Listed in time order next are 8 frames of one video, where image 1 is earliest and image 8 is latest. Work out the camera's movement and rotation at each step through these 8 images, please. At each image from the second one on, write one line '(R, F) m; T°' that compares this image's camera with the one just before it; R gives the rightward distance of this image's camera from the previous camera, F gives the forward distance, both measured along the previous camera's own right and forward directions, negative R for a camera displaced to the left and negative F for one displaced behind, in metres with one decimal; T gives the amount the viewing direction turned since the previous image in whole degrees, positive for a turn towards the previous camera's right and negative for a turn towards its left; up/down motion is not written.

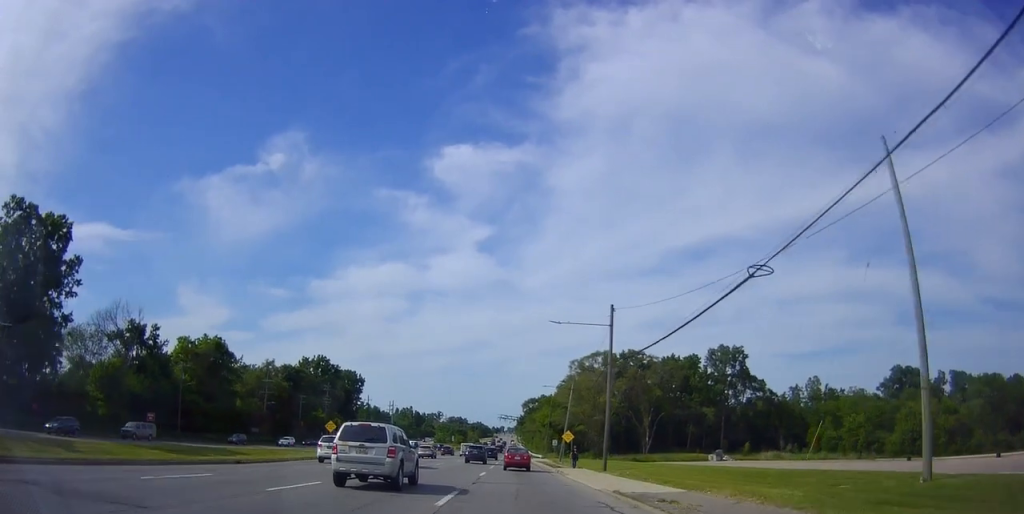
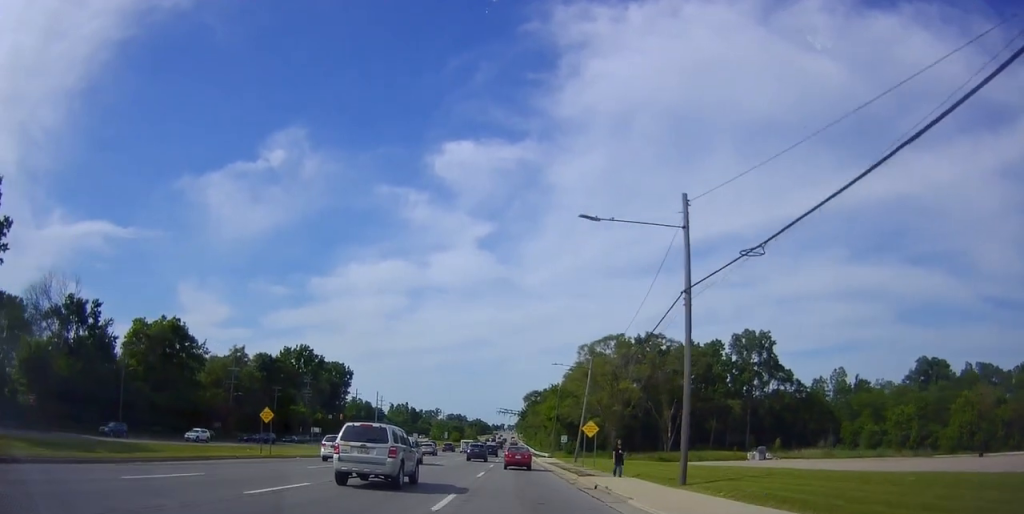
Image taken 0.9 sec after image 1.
(-0.5, +17.0) m; -1°
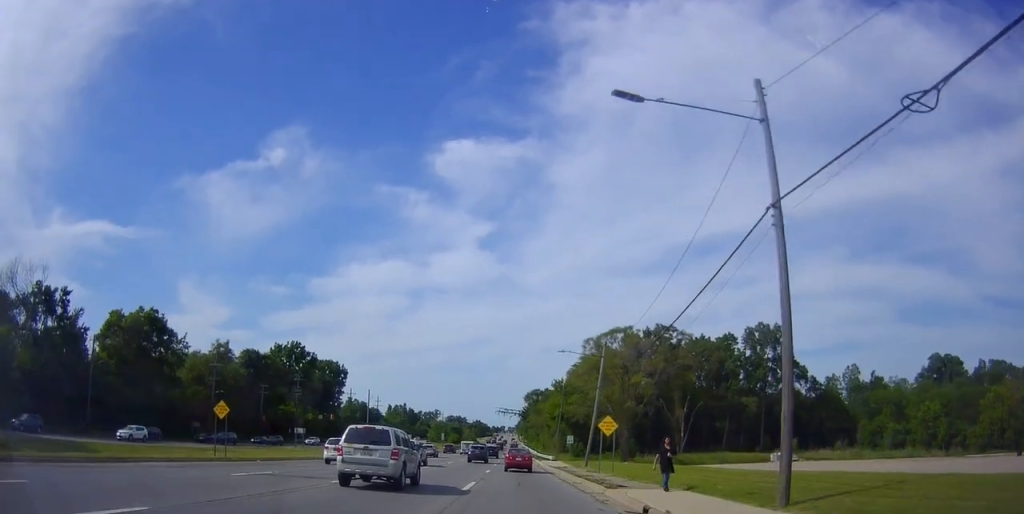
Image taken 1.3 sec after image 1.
(-0.1, +7.8) m; 0°
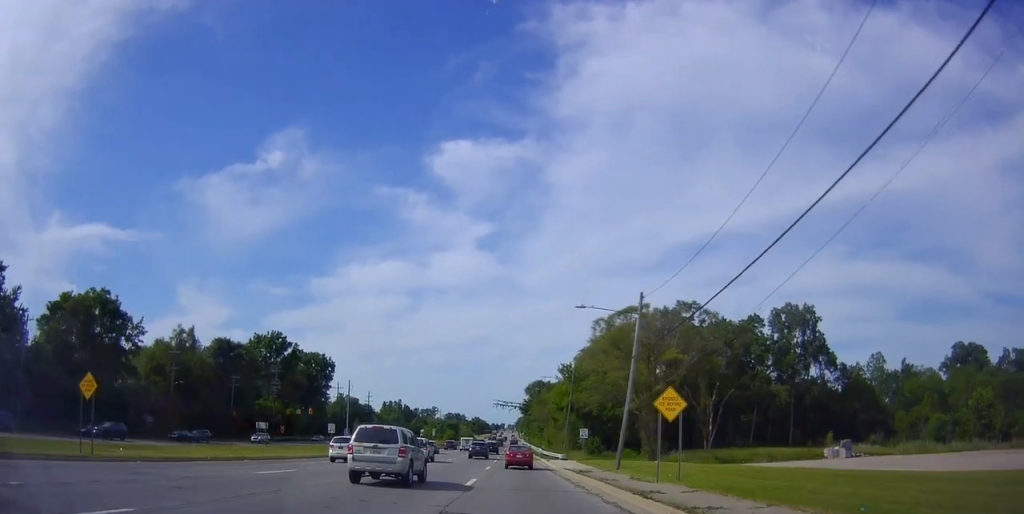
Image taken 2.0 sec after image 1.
(+0.2, +14.3) m; +2°
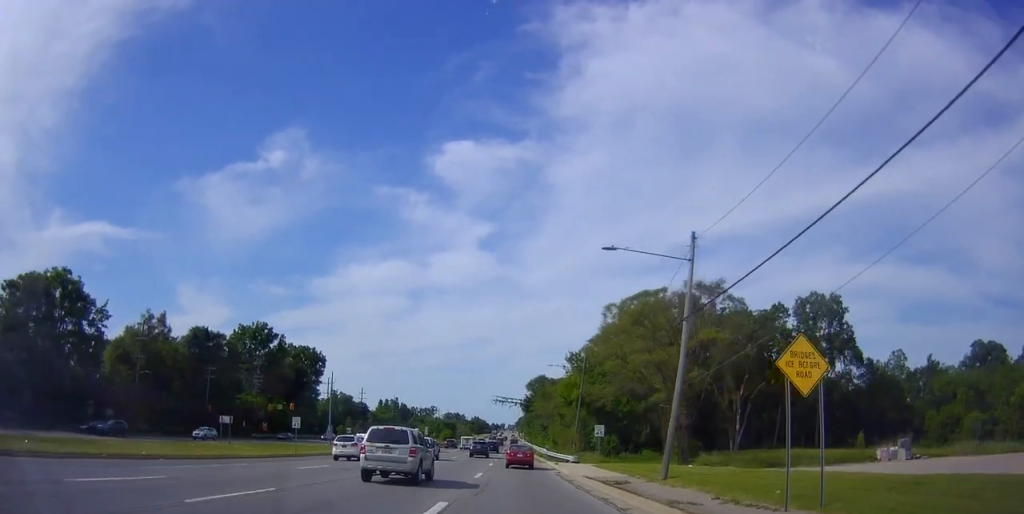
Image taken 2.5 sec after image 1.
(+0.2, +10.3) m; 0°
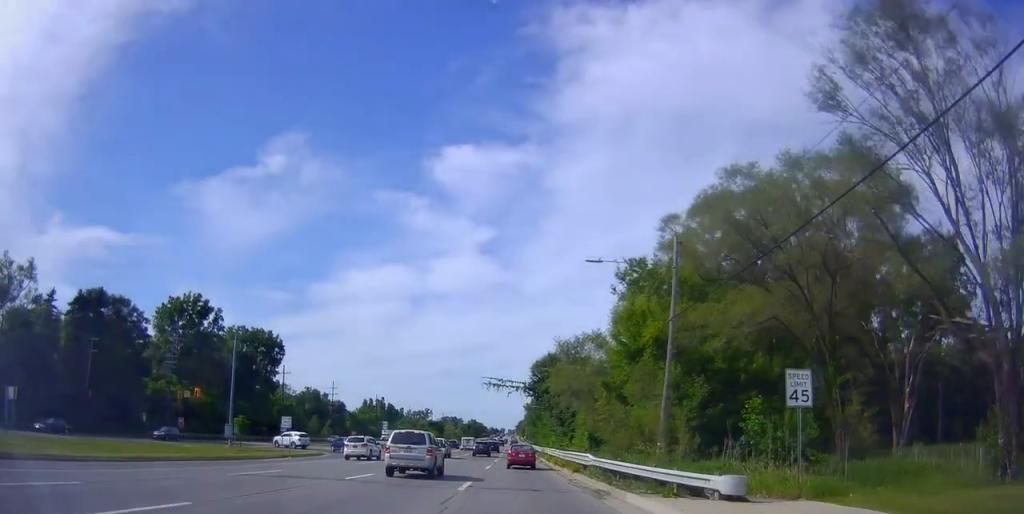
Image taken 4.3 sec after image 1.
(-0.7, +34.1) m; -1°
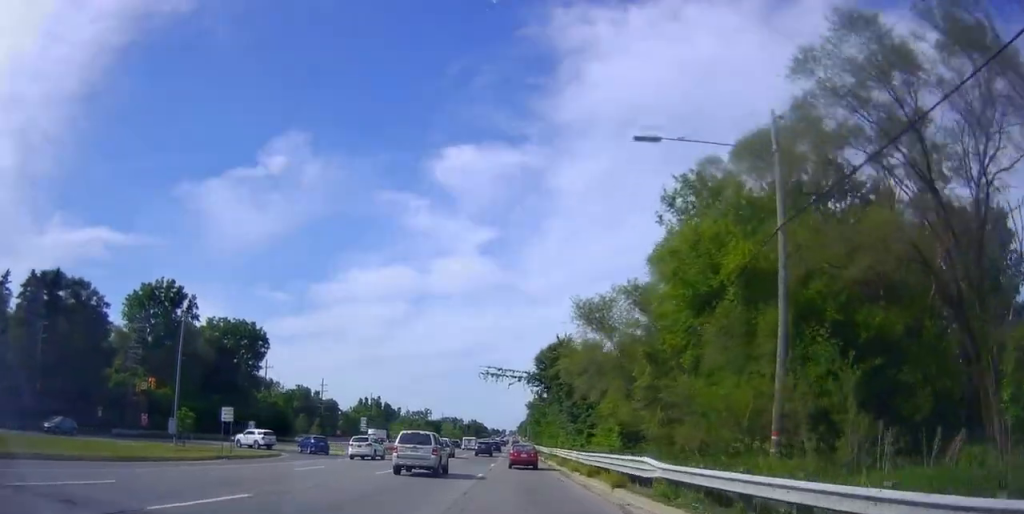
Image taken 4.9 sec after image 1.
(+0.2, +11.0) m; +1°
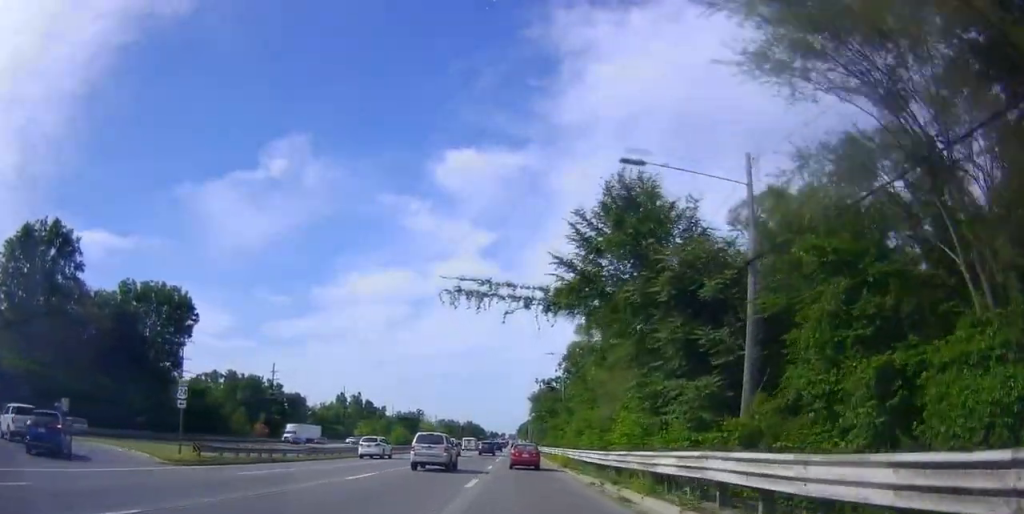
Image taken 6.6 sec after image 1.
(+0.1, +34.9) m; -1°
